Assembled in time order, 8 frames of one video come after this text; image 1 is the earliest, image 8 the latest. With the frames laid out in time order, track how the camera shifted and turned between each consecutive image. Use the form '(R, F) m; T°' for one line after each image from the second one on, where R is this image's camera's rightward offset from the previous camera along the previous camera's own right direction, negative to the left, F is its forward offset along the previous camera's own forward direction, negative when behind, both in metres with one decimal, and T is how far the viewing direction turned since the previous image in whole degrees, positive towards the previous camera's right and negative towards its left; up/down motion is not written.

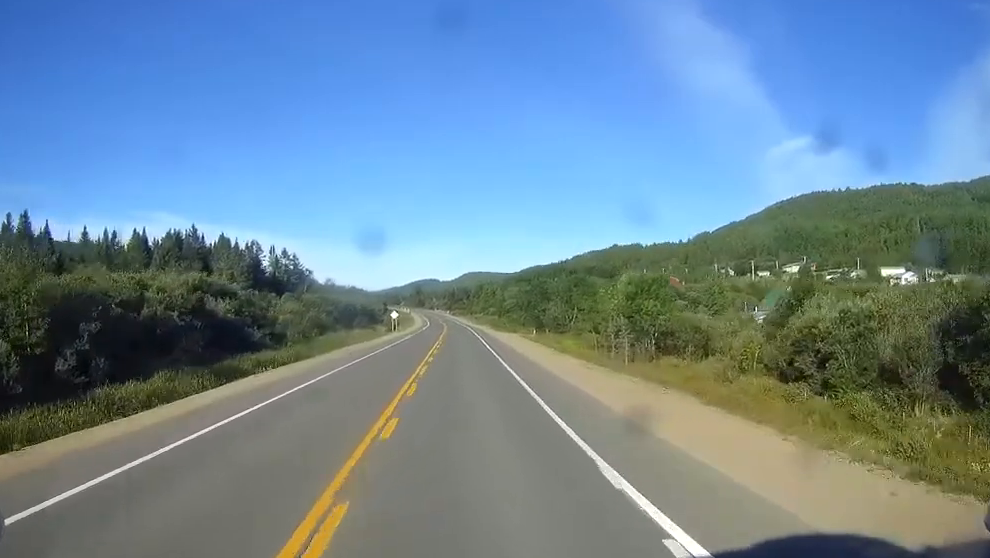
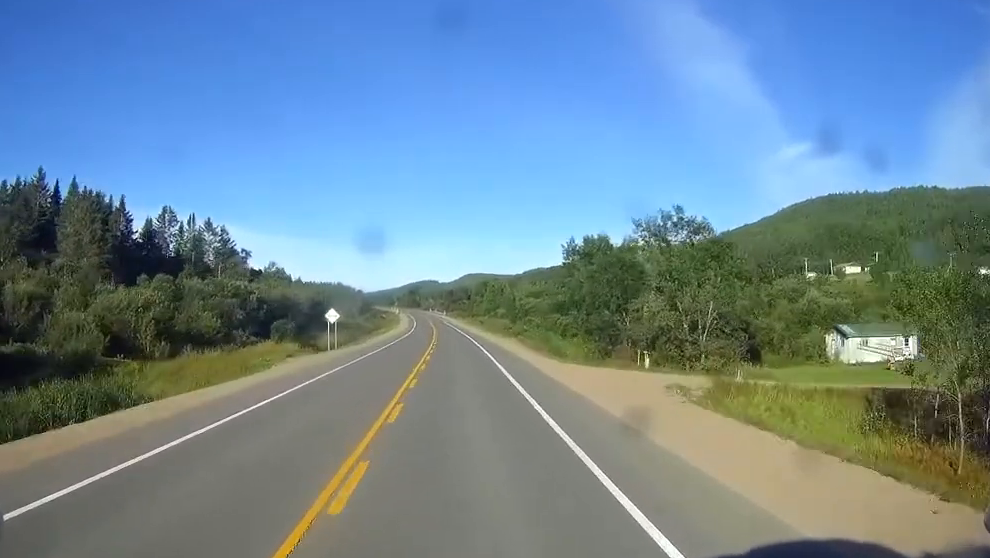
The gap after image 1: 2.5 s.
(+0.5, +68.4) m; 0°
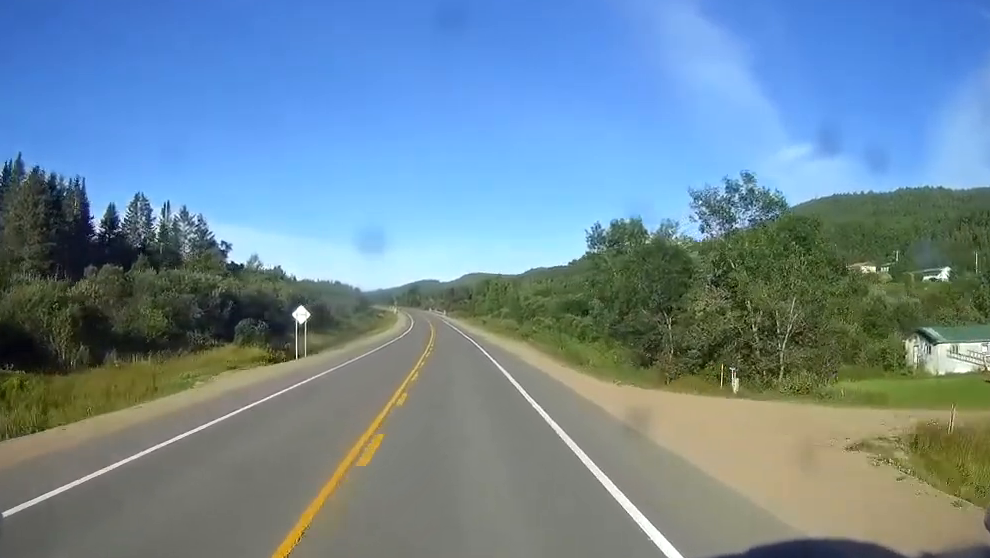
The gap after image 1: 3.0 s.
(-0.1, +14.8) m; 0°
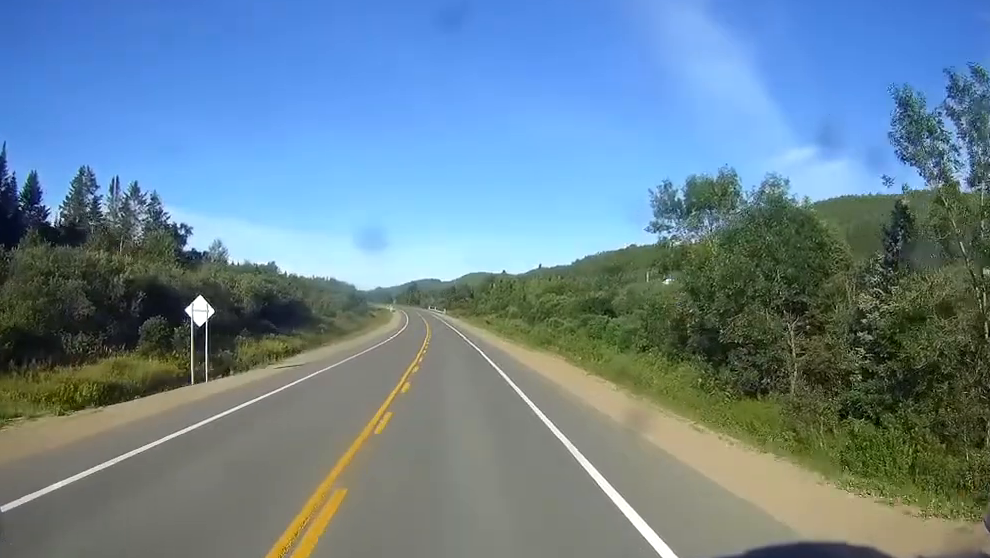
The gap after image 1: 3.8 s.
(-0.1, +23.2) m; -1°
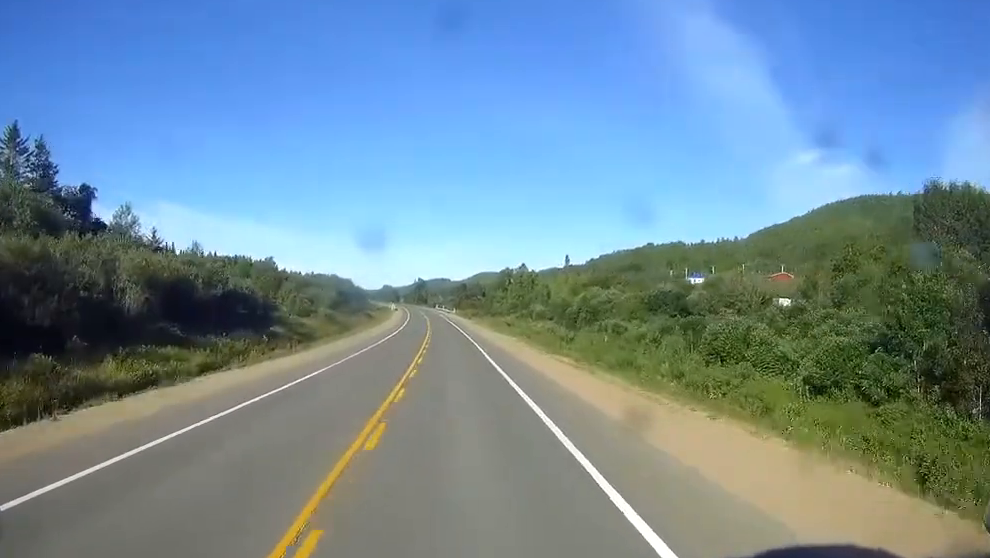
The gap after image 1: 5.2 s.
(-0.3, +38.0) m; -1°
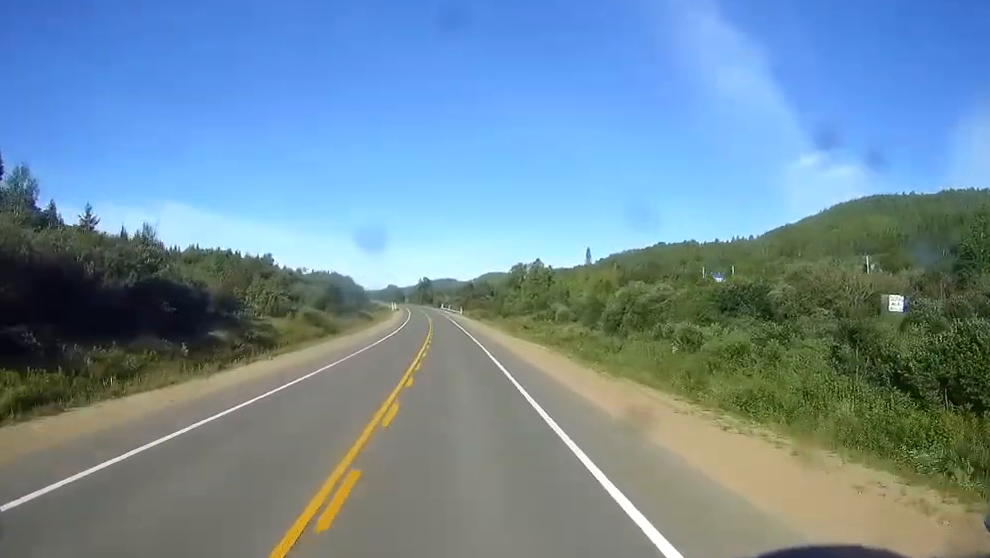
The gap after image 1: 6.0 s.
(-0.1, +23.3) m; -1°
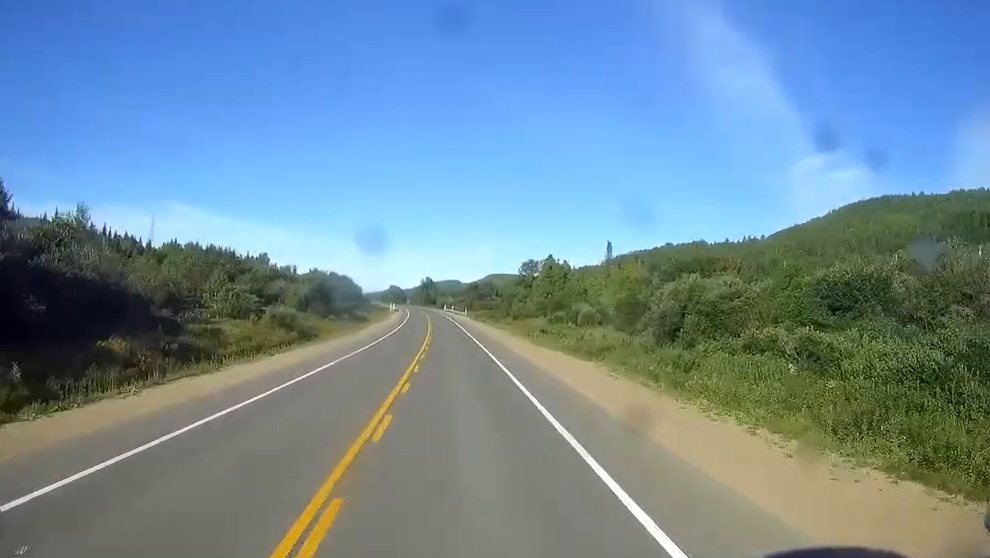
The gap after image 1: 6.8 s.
(-0.1, +20.4) m; 0°
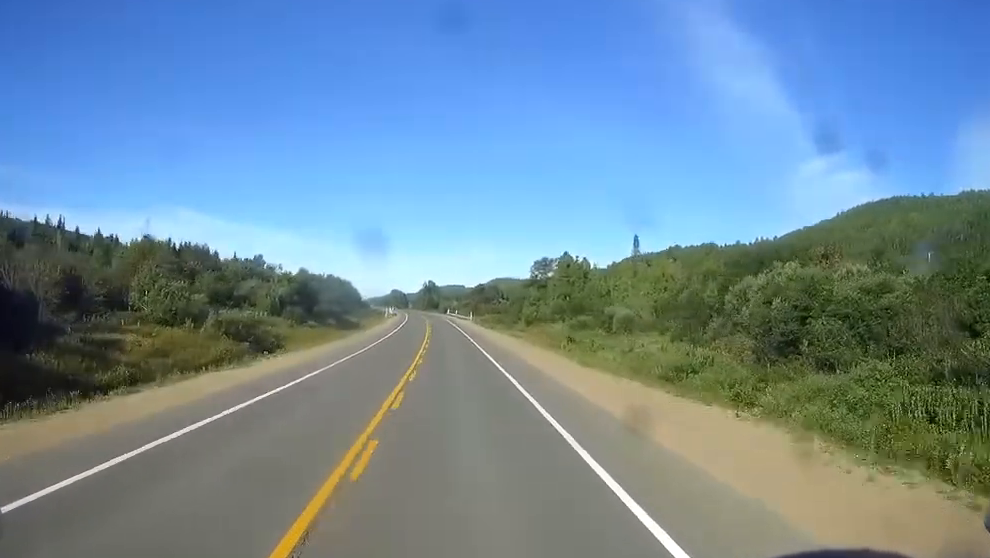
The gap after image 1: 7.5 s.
(-0.1, +21.4) m; 0°
